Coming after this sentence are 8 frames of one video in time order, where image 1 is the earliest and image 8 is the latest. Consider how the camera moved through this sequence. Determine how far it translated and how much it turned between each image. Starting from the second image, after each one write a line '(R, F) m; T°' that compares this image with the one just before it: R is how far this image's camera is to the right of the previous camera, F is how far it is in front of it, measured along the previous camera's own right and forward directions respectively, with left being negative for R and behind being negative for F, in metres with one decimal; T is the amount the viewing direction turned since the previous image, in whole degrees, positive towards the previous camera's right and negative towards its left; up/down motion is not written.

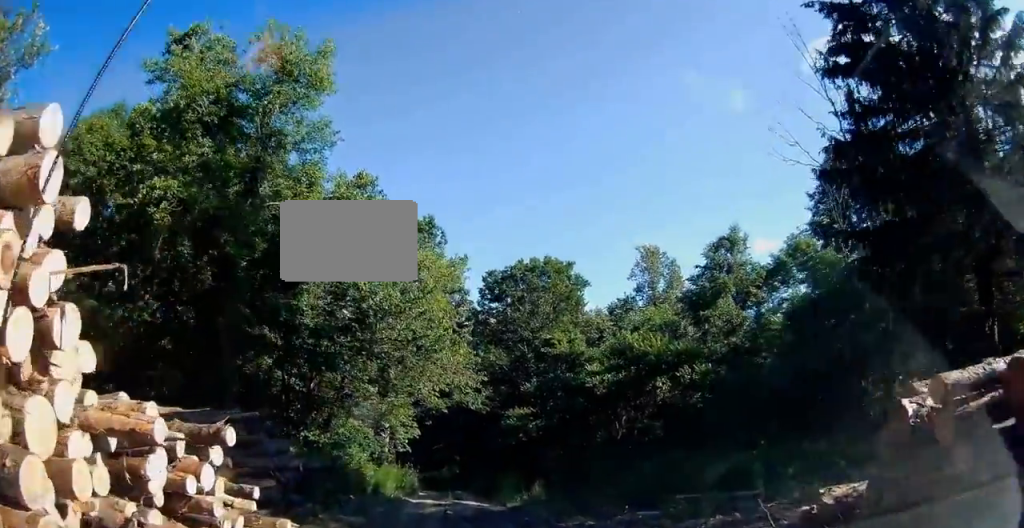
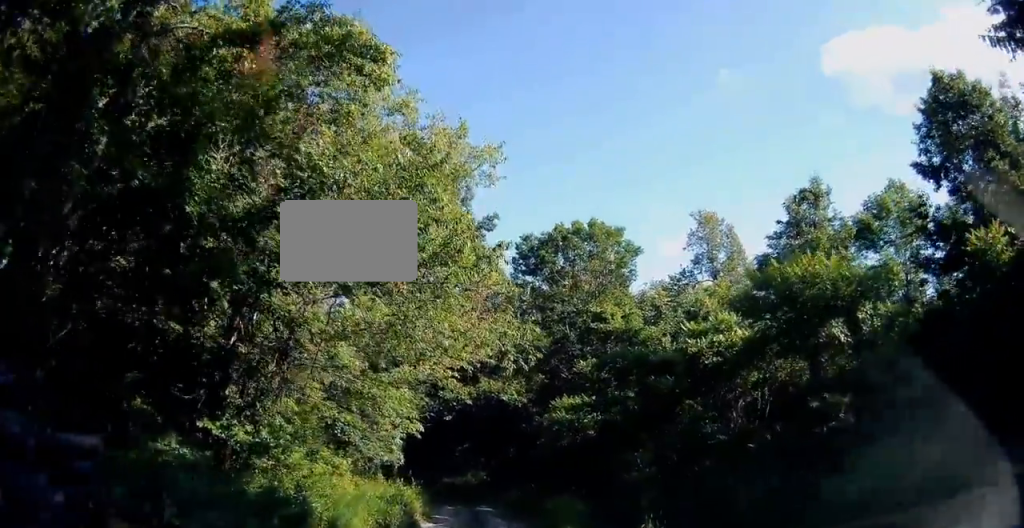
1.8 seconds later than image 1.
(-0.2, +10.9) m; -2°
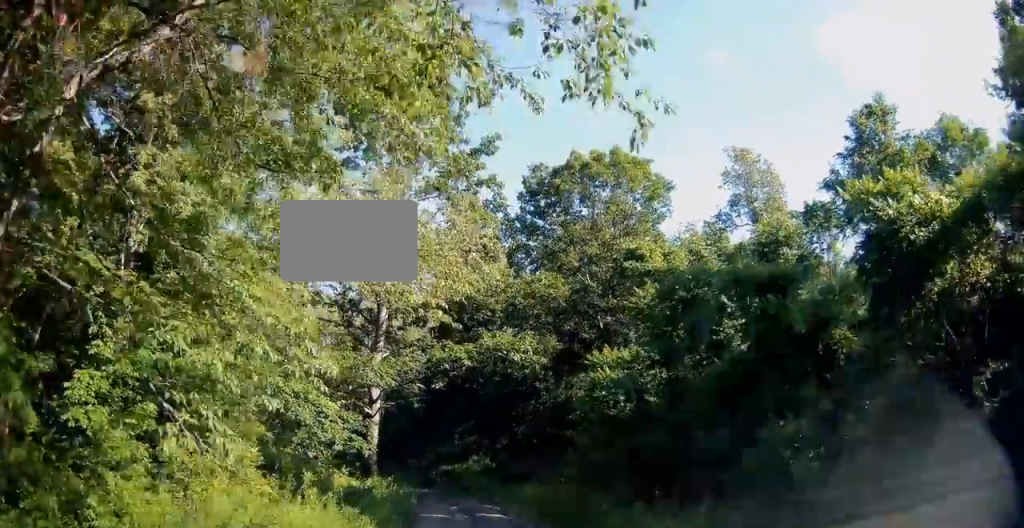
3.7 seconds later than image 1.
(0.0, +10.5) m; 0°
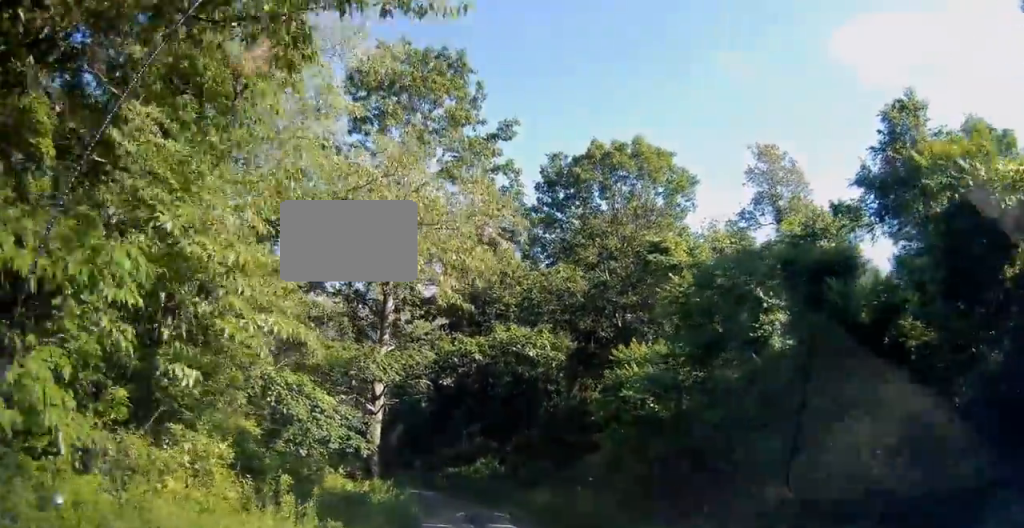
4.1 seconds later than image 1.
(0.0, +2.4) m; -1°
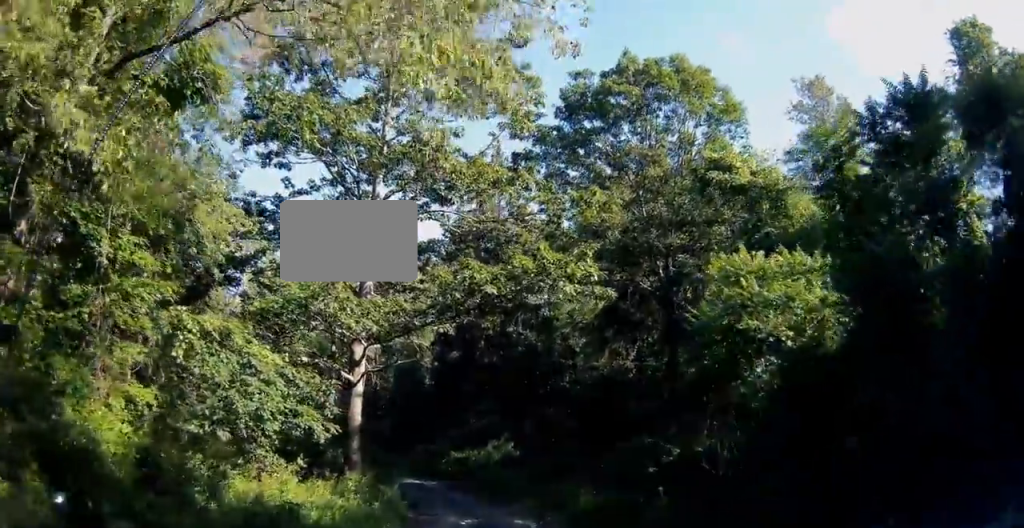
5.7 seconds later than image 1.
(-0.2, +8.0) m; -4°
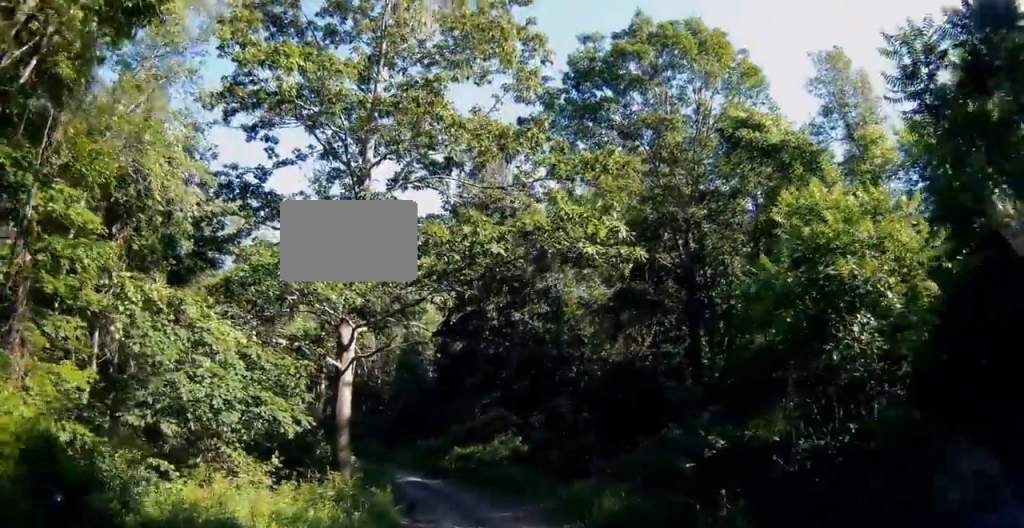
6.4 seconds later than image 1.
(0.0, +2.8) m; -1°
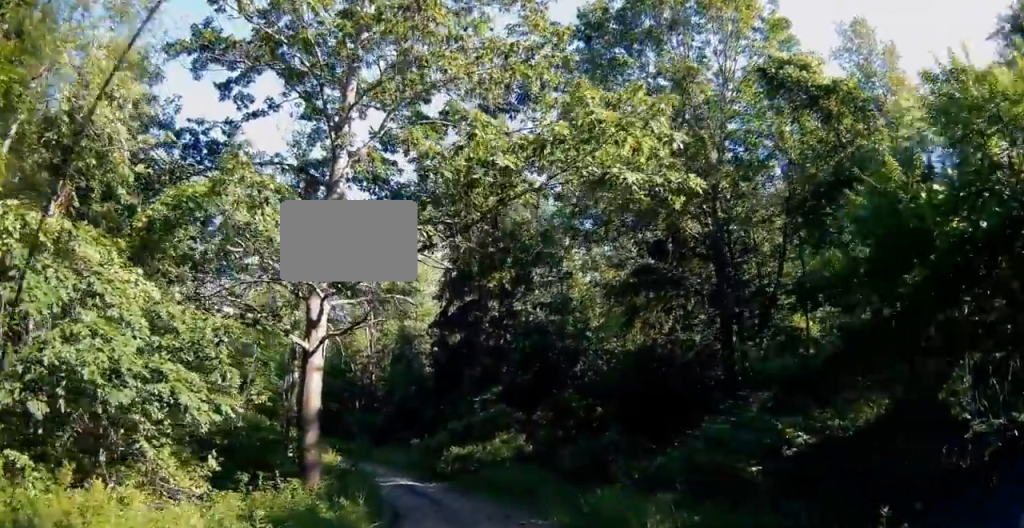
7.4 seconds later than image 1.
(0.0, +4.1) m; 0°
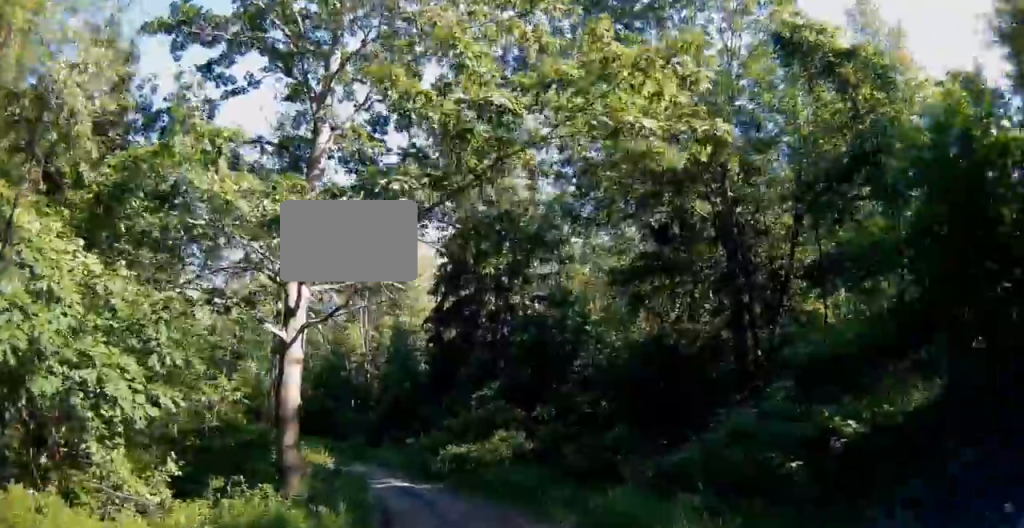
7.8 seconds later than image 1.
(0.0, +1.7) m; 0°
